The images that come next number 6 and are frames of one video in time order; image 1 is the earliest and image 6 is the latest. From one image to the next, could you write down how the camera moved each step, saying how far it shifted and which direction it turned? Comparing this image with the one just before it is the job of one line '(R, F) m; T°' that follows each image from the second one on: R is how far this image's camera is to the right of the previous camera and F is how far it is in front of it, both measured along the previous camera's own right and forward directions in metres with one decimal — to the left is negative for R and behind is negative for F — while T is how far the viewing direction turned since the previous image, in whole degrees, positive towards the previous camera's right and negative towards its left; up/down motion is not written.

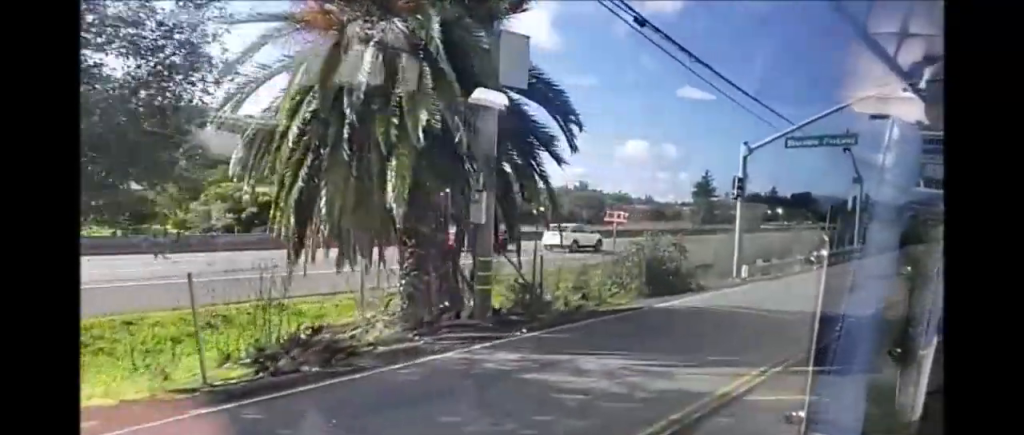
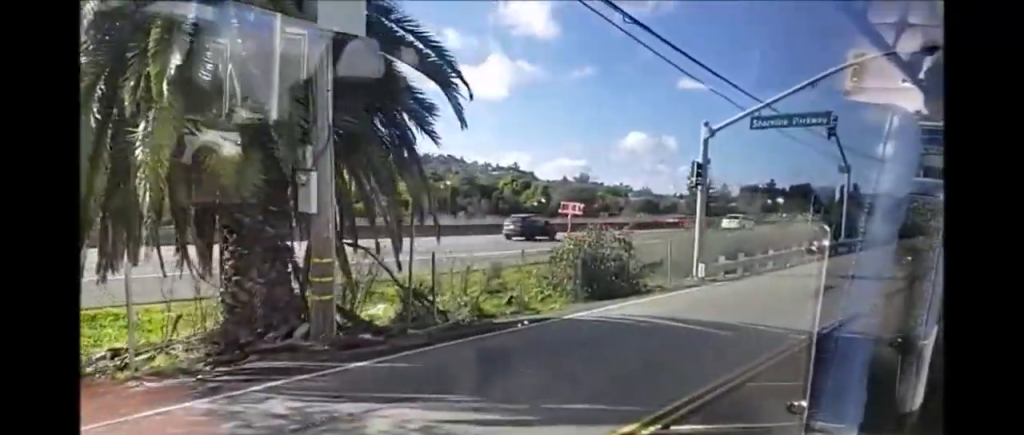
(-0.1, +5.8) m; +2°
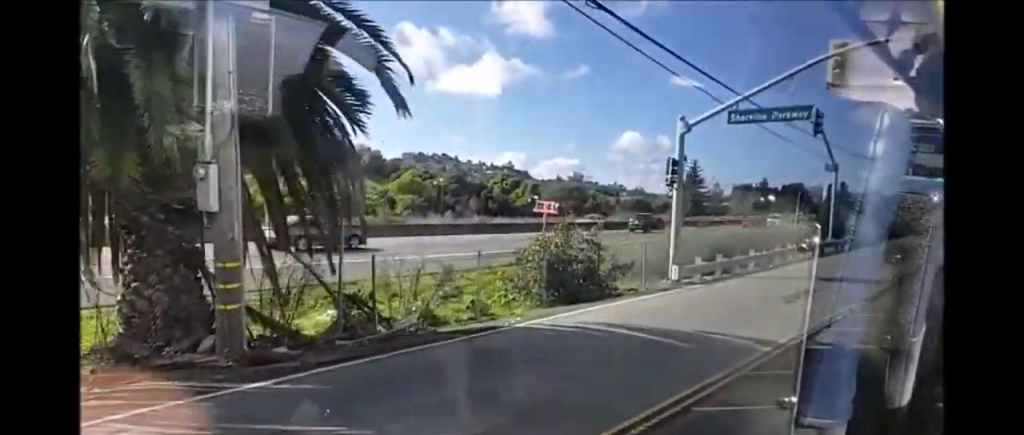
(0.0, +1.6) m; +2°
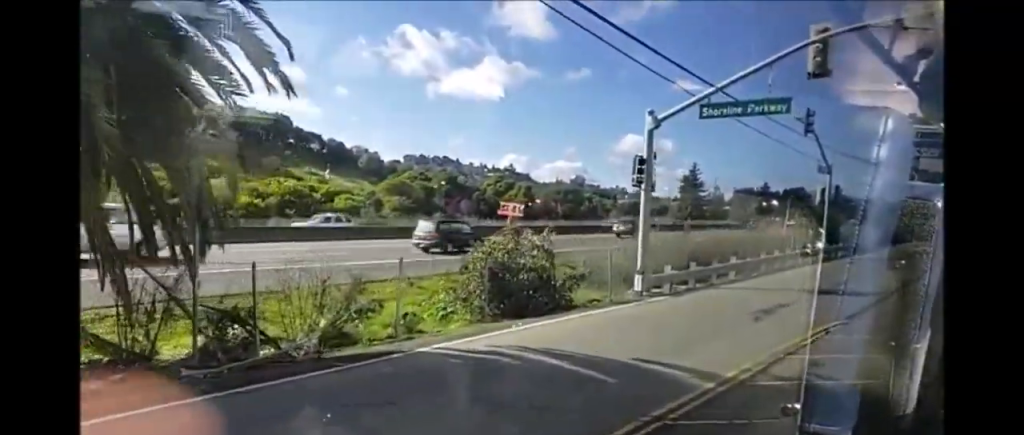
(+0.1, +2.3) m; +4°
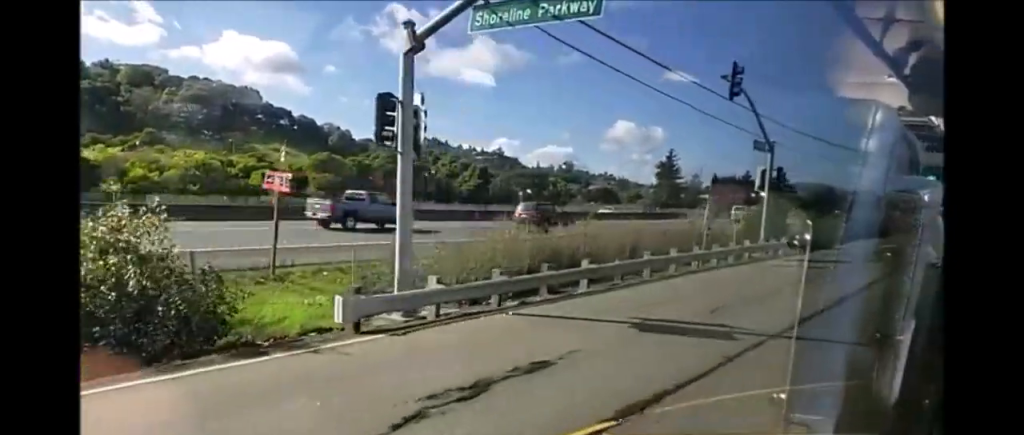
(-1.1, +7.7) m; -11°
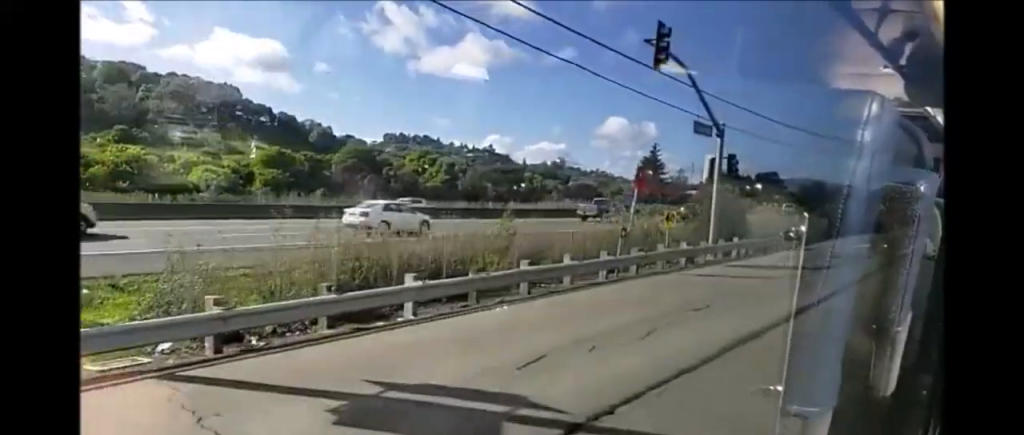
(+0.4, +5.5) m; +7°
